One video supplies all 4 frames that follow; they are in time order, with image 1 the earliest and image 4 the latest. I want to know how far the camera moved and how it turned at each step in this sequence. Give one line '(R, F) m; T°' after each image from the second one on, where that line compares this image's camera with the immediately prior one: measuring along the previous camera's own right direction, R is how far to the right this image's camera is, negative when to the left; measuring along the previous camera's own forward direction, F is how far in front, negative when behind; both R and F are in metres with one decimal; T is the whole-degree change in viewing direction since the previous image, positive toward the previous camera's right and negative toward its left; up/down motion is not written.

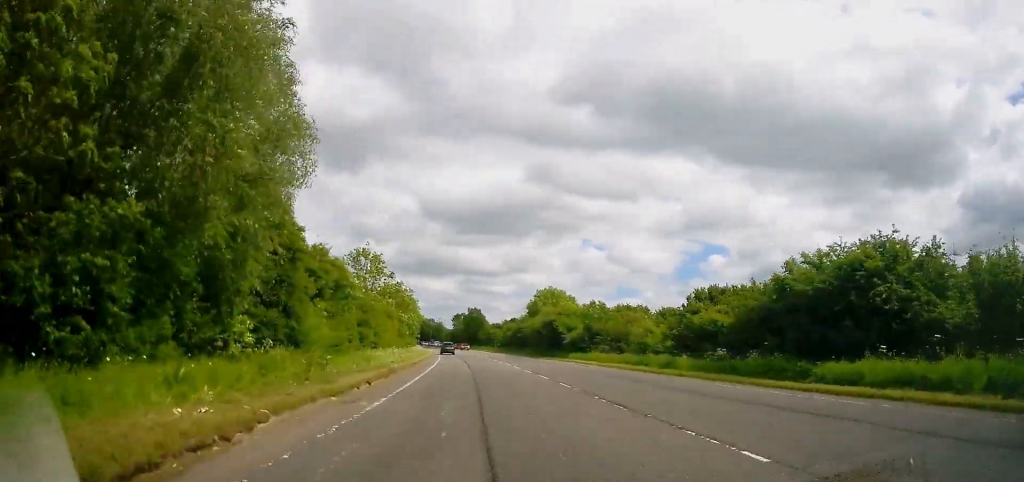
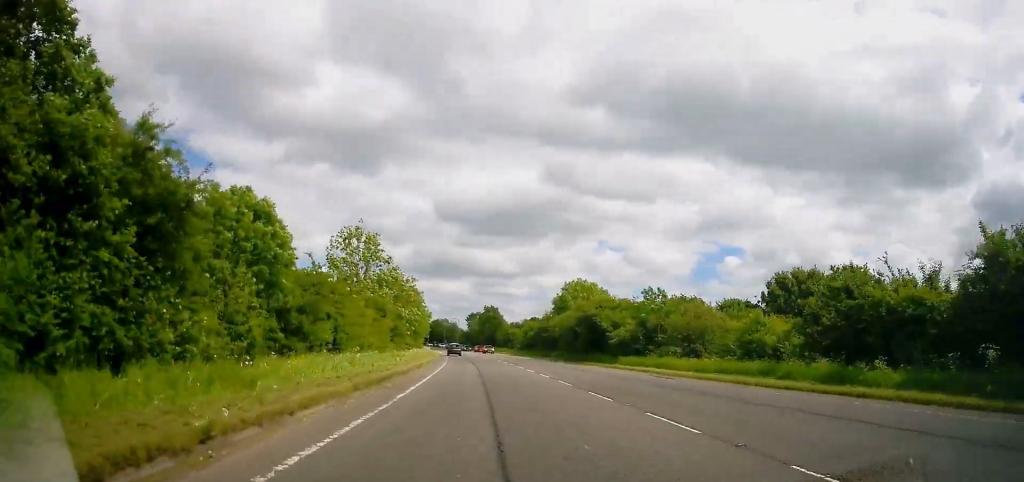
(-0.5, +15.3) m; -1°
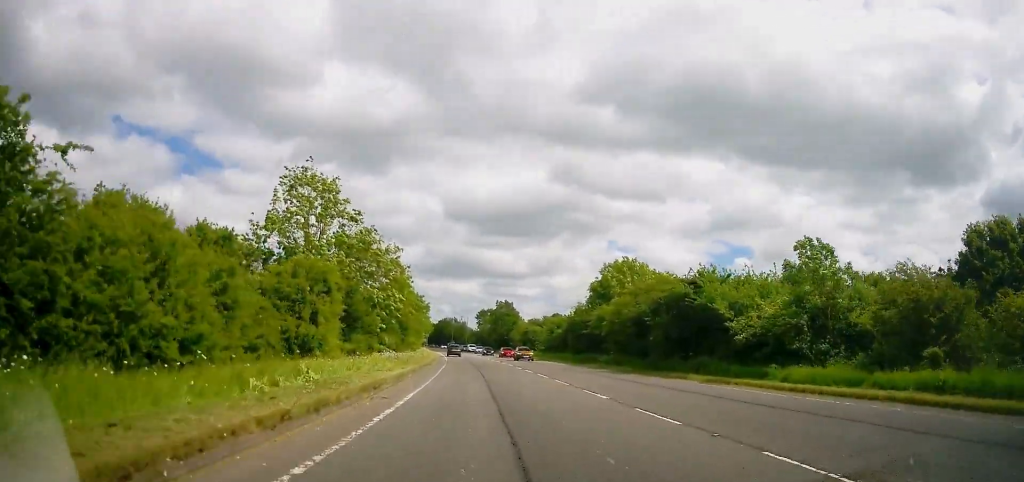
(+0.2, +22.3) m; -1°
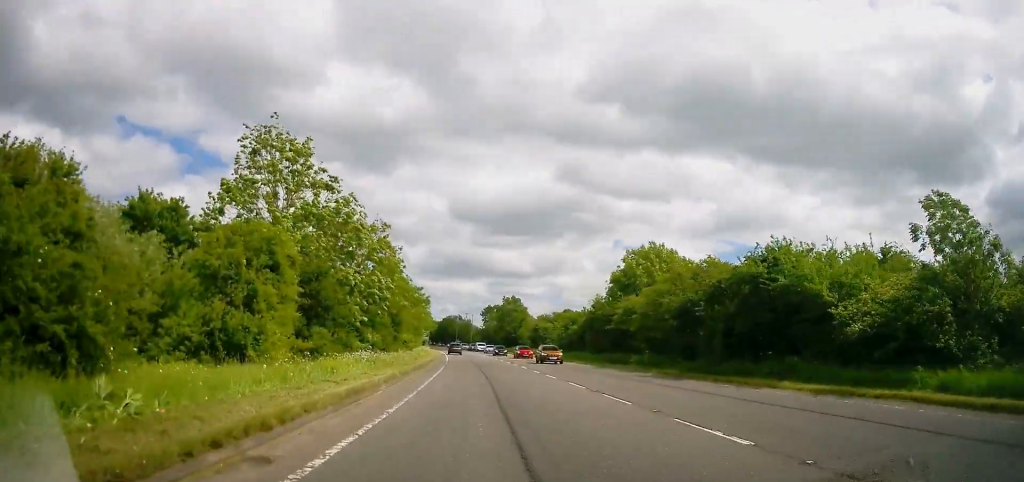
(-0.1, +8.5) m; -1°
